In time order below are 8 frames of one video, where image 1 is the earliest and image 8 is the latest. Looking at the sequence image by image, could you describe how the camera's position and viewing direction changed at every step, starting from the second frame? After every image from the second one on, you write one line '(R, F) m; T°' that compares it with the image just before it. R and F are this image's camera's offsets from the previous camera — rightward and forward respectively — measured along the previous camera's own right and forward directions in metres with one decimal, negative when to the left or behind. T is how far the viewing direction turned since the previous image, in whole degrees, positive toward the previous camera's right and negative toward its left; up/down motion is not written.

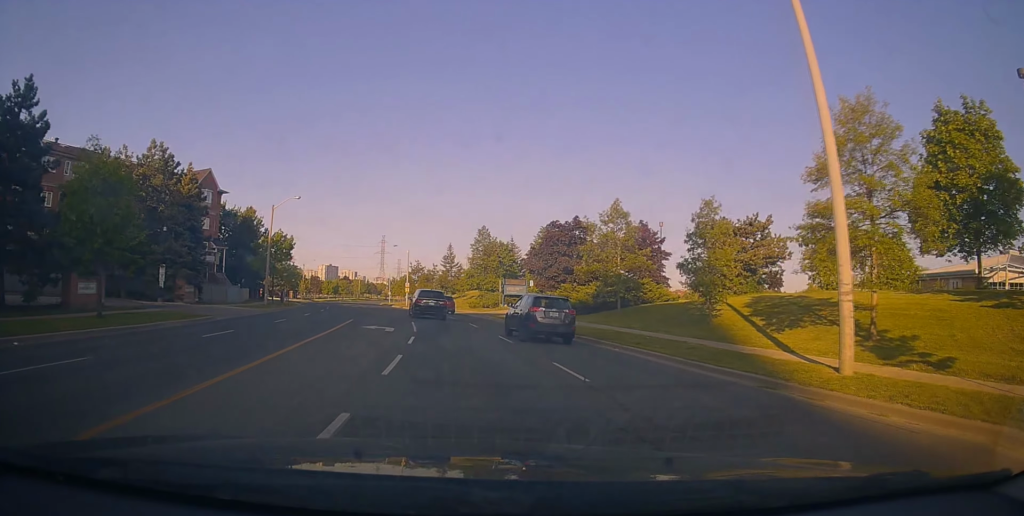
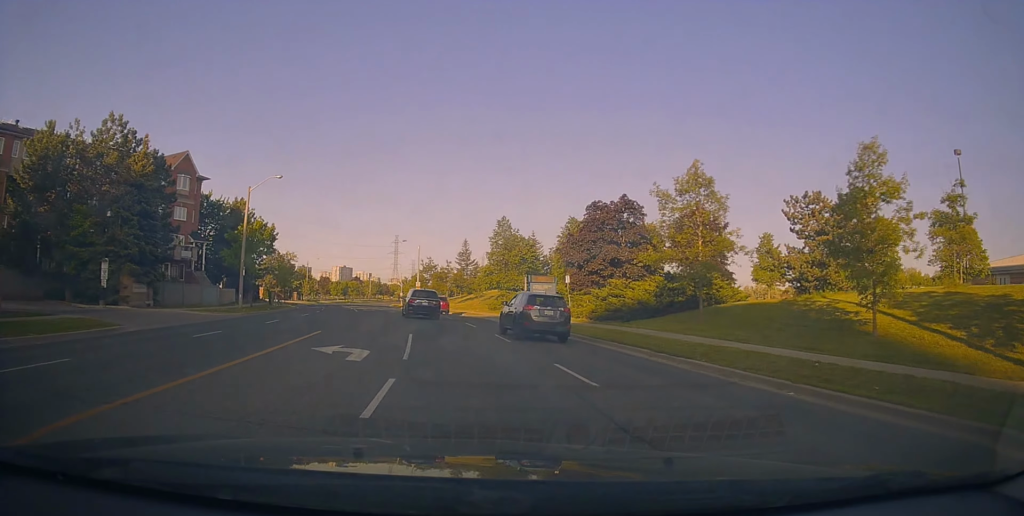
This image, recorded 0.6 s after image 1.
(+0.2, +9.1) m; -1°
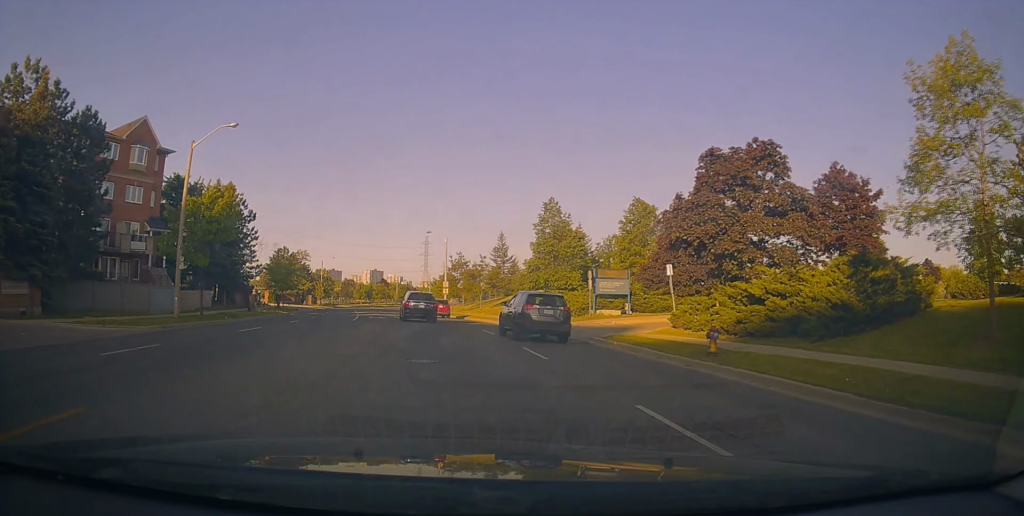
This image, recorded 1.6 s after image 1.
(-0.7, +13.8) m; -2°
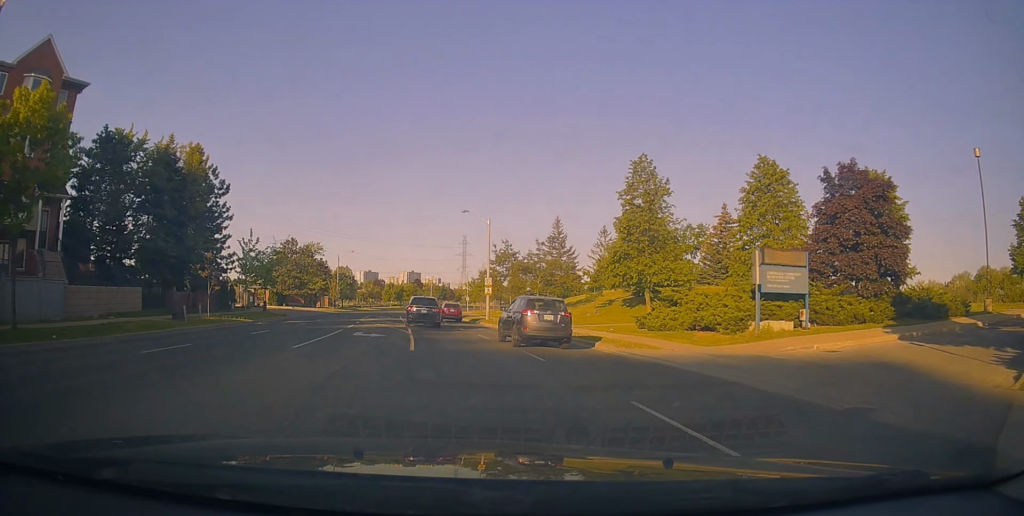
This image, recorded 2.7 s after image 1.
(-0.1, +16.9) m; -5°
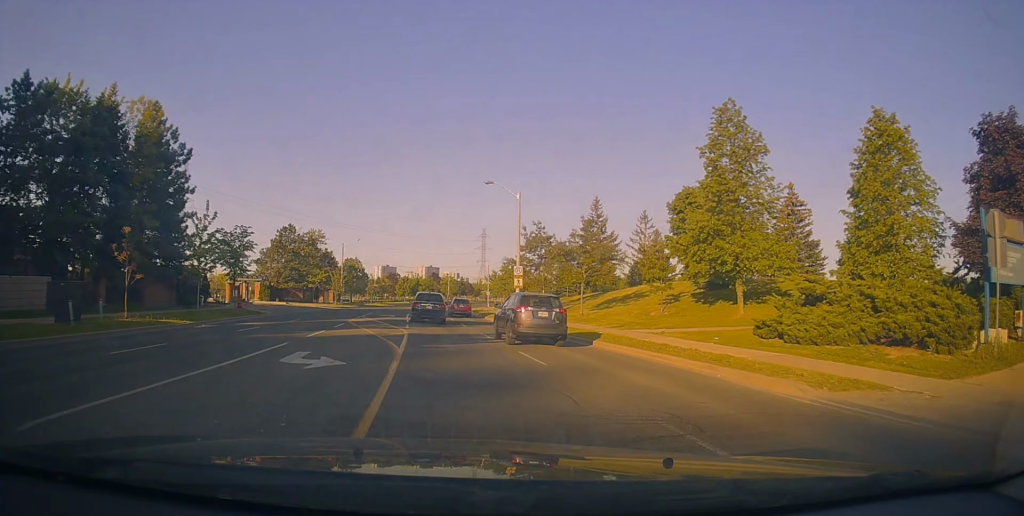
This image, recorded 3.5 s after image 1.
(-0.9, +10.6) m; -3°
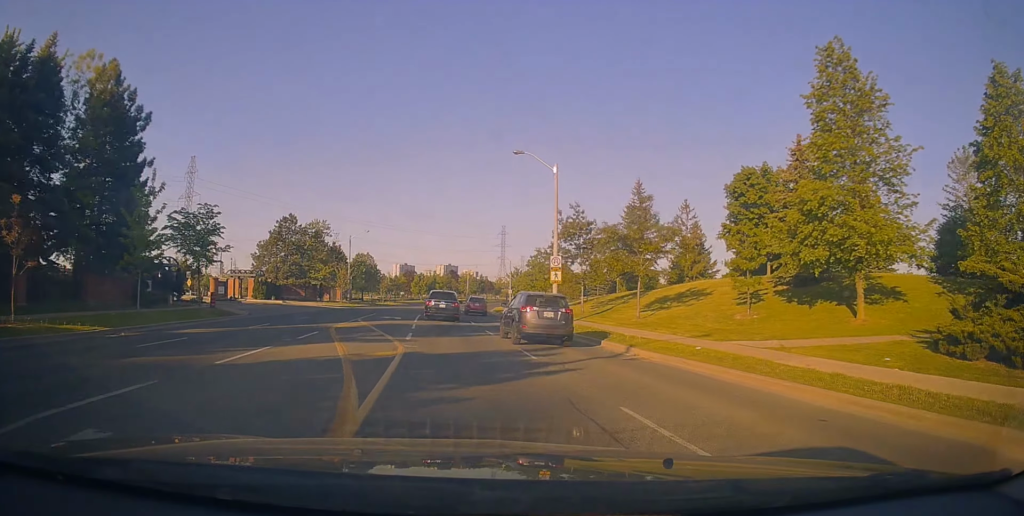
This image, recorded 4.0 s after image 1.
(0.0, +7.7) m; -1°
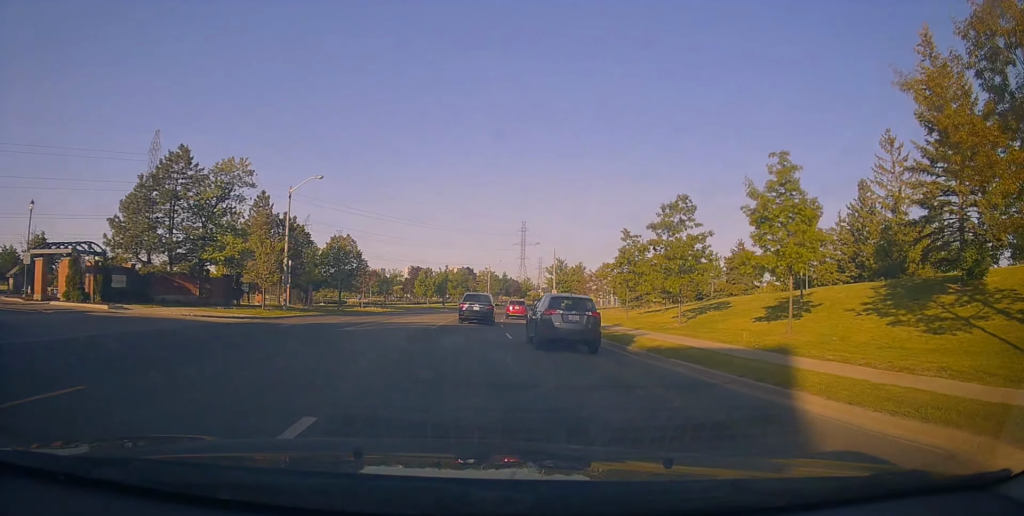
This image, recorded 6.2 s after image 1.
(-1.8, +33.1) m; -6°
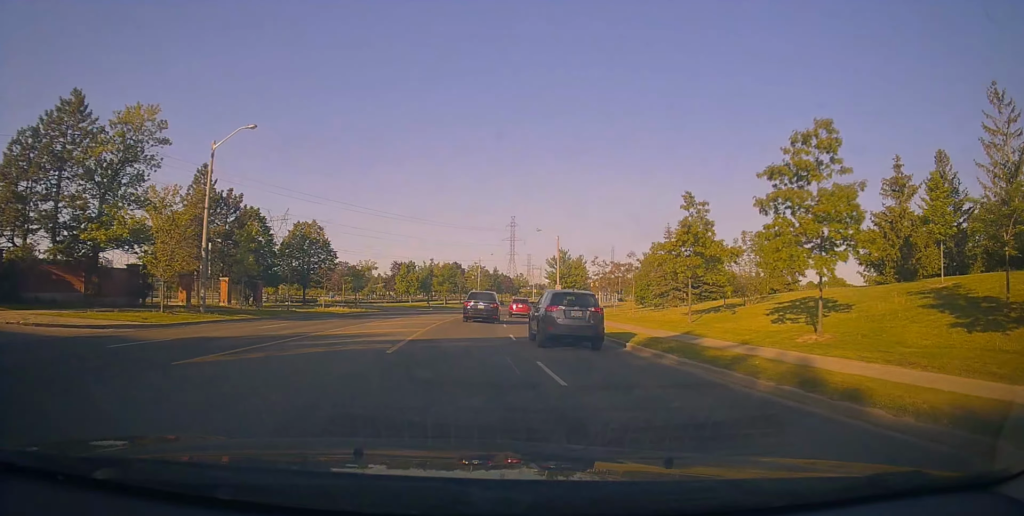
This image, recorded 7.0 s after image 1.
(-0.1, +11.7) m; +1°
